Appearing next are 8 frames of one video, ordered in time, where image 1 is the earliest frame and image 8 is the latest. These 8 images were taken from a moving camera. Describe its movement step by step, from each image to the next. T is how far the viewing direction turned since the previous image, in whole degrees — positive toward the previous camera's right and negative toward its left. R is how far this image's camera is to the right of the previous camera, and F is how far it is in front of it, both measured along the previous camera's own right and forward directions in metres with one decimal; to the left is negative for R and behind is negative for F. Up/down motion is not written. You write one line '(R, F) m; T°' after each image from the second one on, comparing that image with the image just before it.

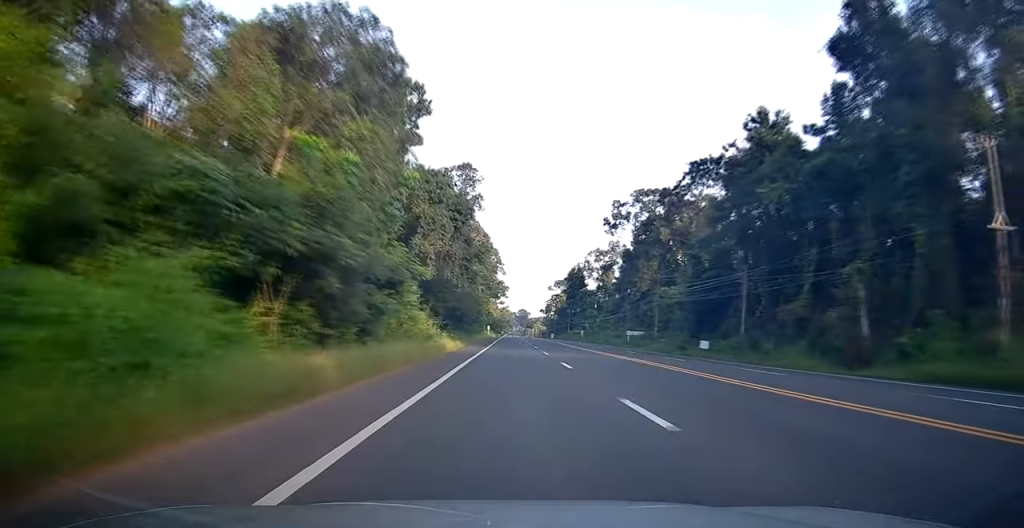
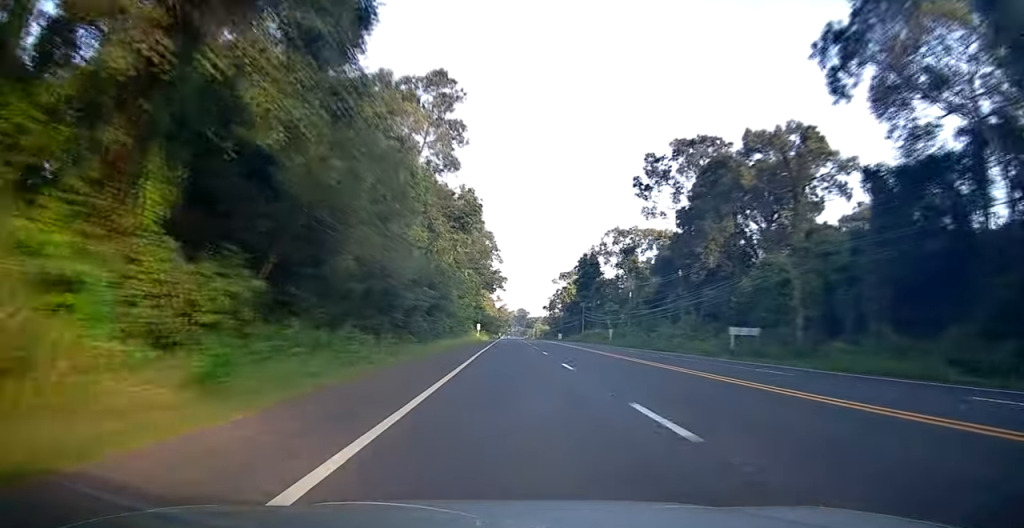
(+0.2, +36.6) m; -1°
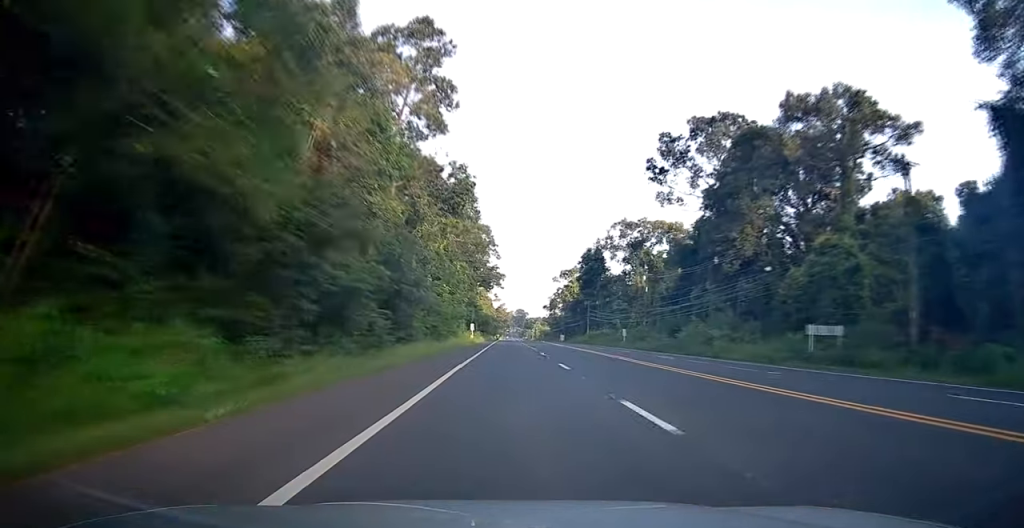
(-0.4, +11.5) m; 0°
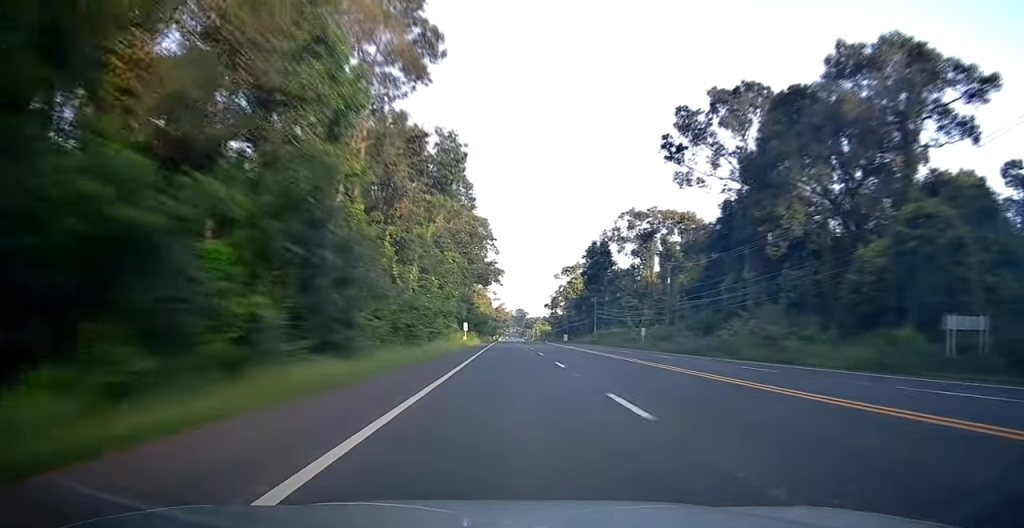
(+0.4, +10.9) m; 0°
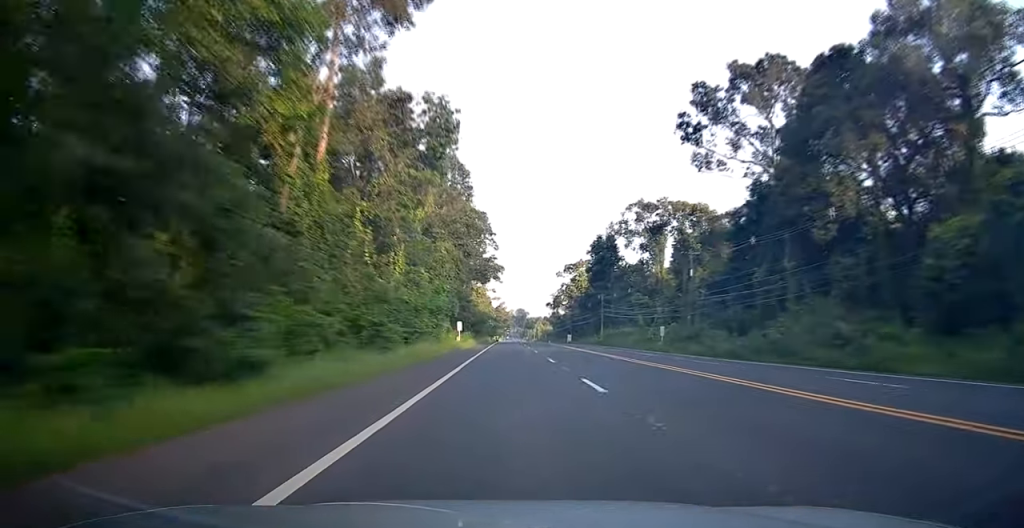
(+0.3, +8.3) m; 0°
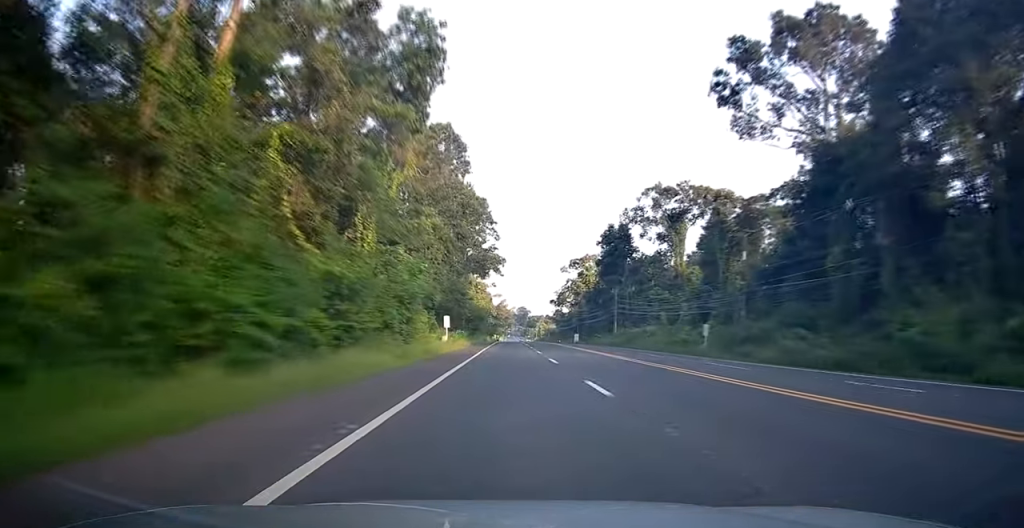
(-0.4, +12.9) m; 0°
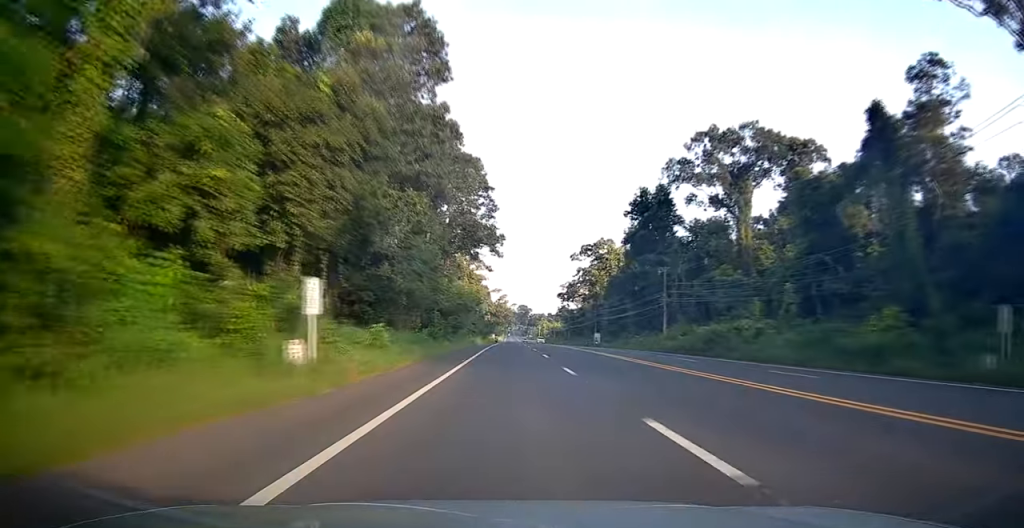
(+0.3, +30.3) m; -1°
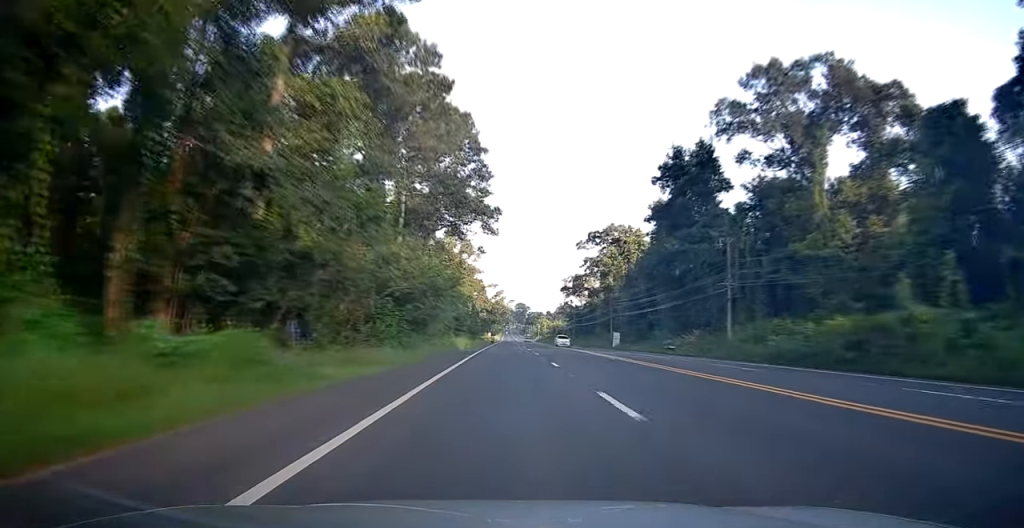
(-0.6, +20.8) m; -1°
